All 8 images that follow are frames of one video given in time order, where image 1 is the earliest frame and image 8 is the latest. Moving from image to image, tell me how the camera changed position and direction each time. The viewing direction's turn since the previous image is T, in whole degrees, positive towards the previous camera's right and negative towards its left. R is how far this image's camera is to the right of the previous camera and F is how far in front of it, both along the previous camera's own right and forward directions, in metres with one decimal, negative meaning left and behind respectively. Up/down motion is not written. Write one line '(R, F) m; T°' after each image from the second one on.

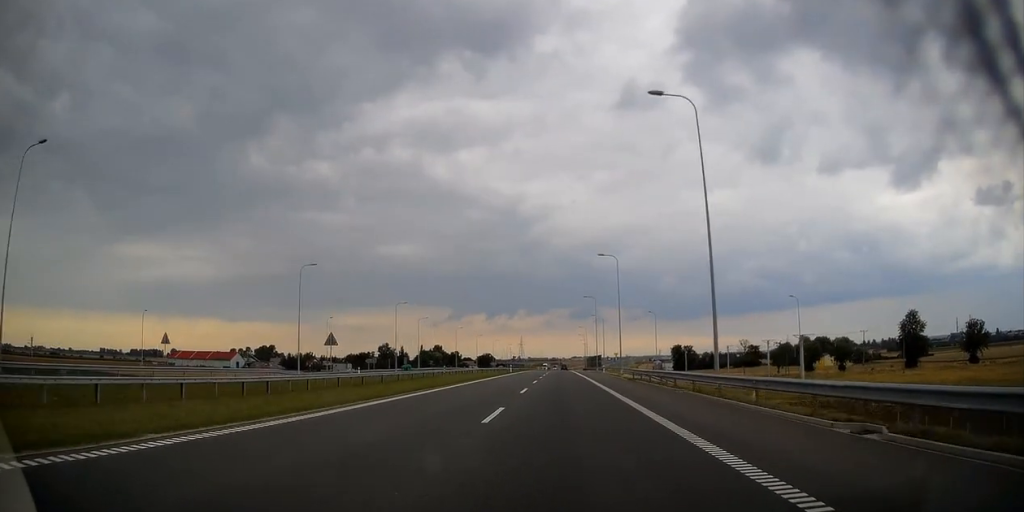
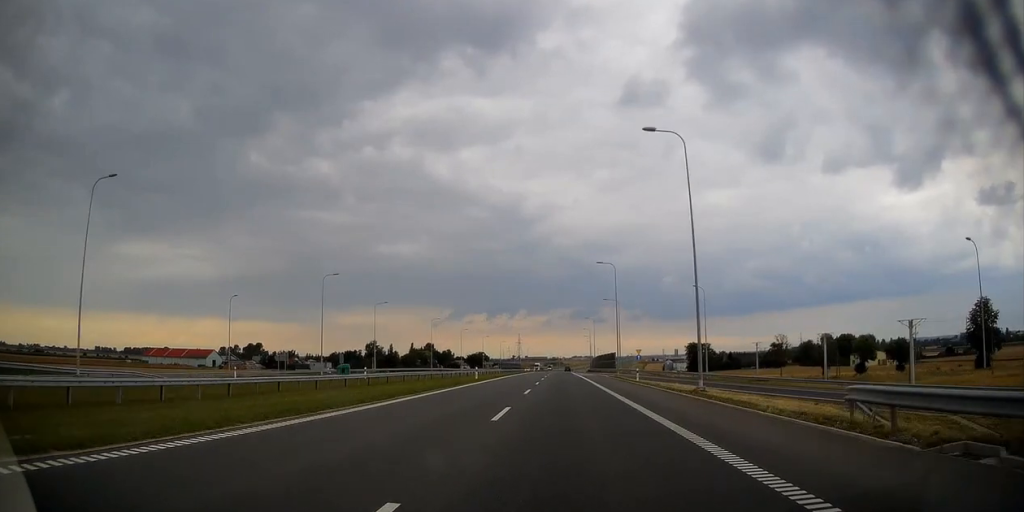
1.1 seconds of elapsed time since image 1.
(0.0, +35.3) m; 0°
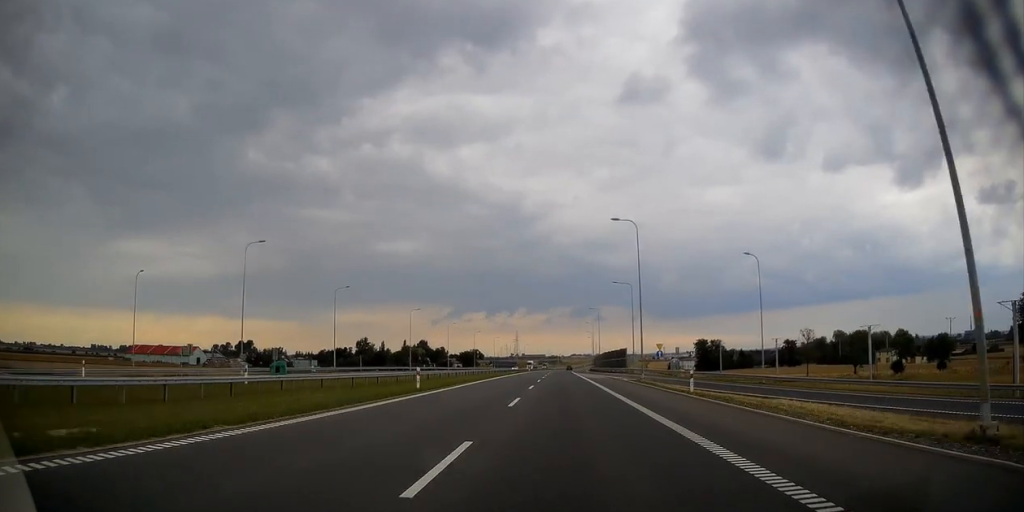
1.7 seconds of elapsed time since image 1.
(0.0, +19.8) m; 0°
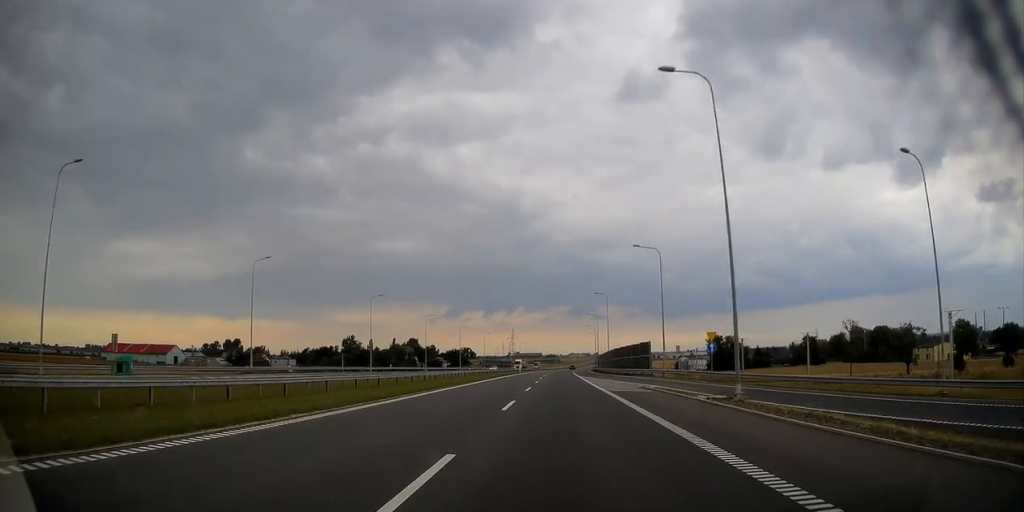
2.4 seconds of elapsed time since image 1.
(0.0, +25.3) m; 0°
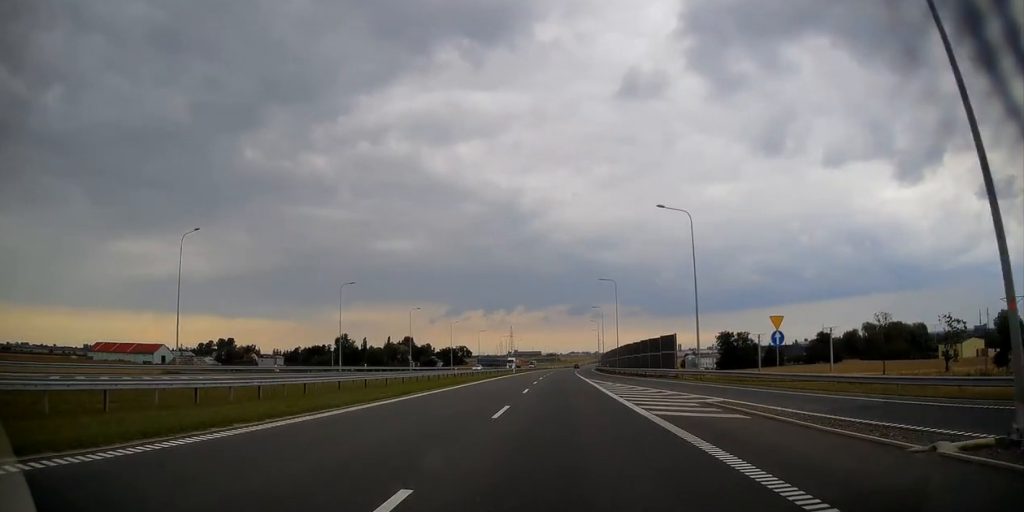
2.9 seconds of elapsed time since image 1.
(0.0, +14.3) m; 0°
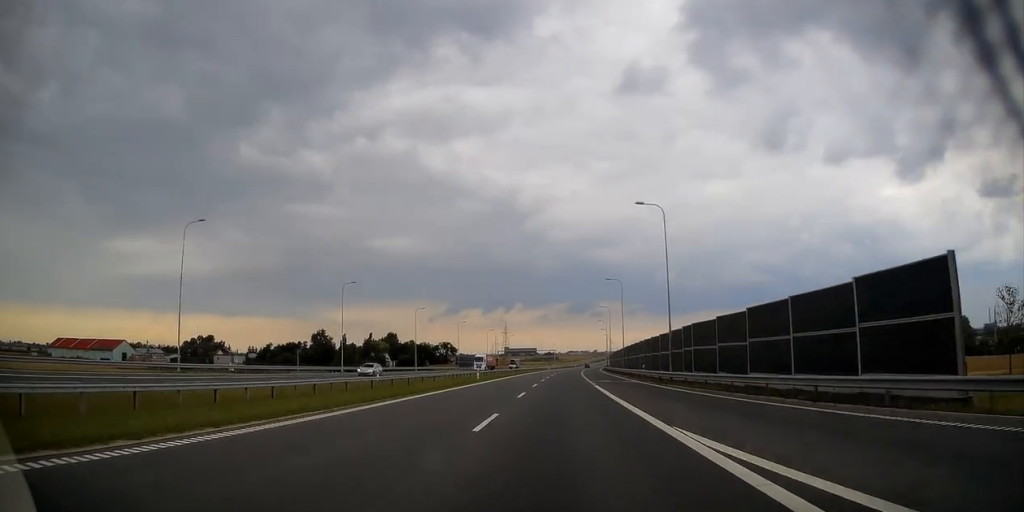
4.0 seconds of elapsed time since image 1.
(+0.1, +38.7) m; 0°
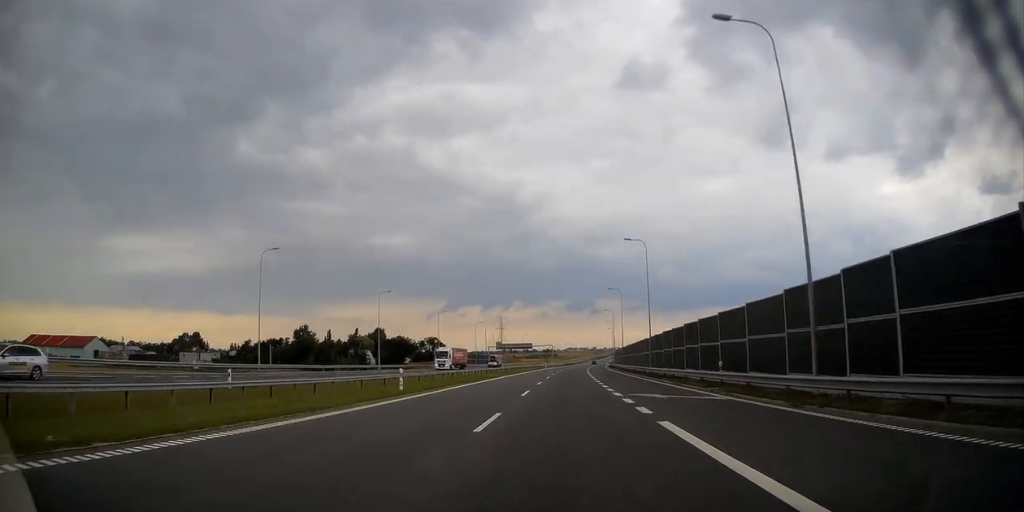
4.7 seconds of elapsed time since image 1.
(0.0, +23.3) m; 0°
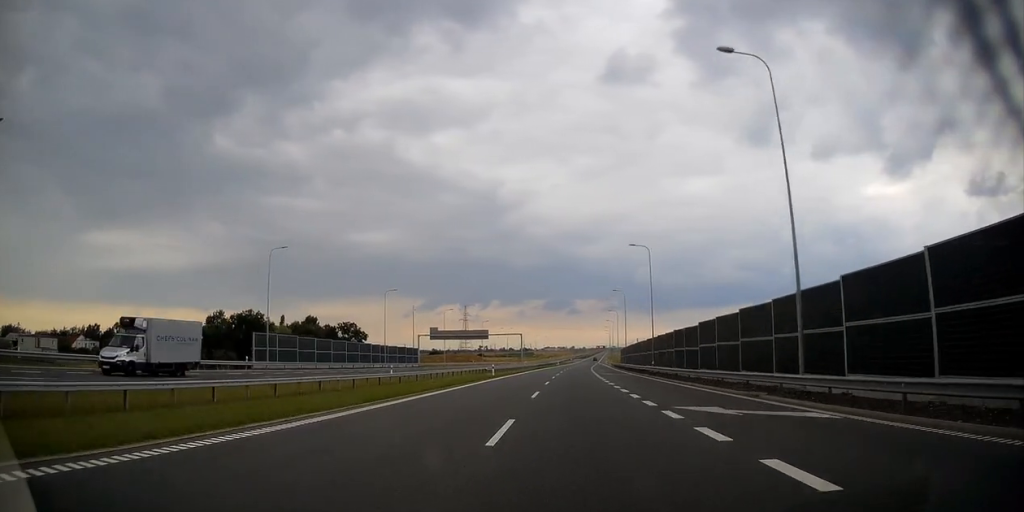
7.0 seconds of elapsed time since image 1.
(+0.7, +74.4) m; +1°
